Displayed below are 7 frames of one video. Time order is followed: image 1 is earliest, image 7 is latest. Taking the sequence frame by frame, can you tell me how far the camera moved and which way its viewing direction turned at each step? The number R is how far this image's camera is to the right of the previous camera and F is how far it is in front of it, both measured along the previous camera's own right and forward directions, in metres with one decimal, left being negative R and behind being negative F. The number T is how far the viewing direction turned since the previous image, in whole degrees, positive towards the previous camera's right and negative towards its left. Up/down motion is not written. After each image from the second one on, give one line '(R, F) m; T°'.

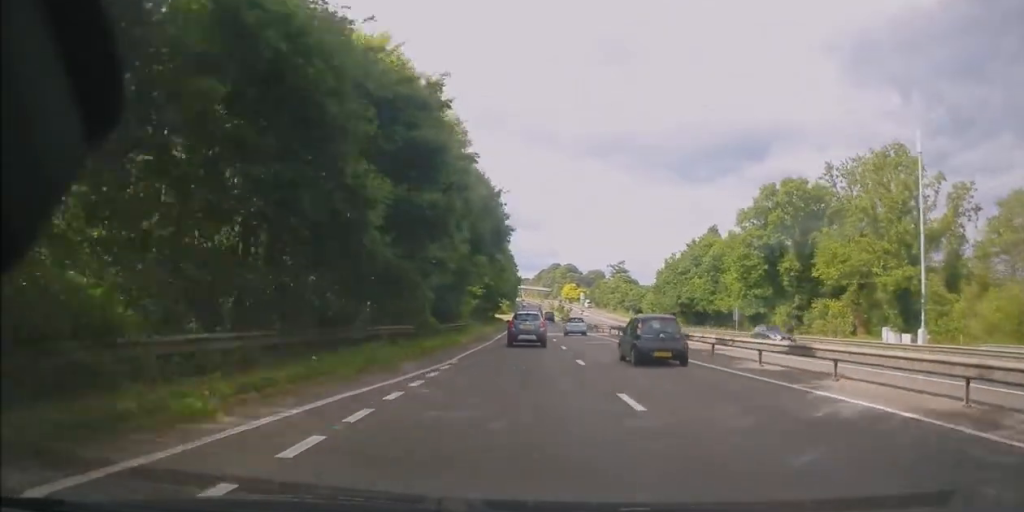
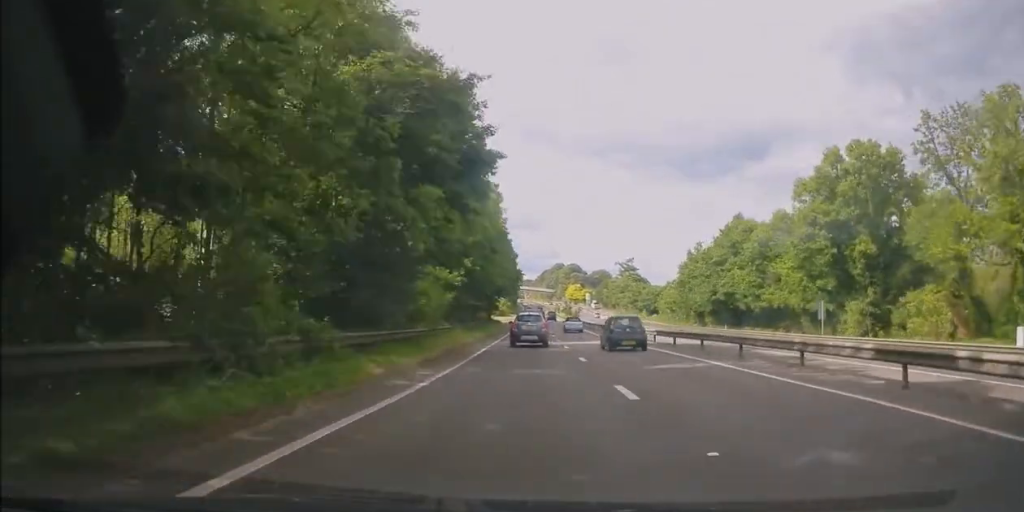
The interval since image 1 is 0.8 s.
(0.0, +17.0) m; 0°
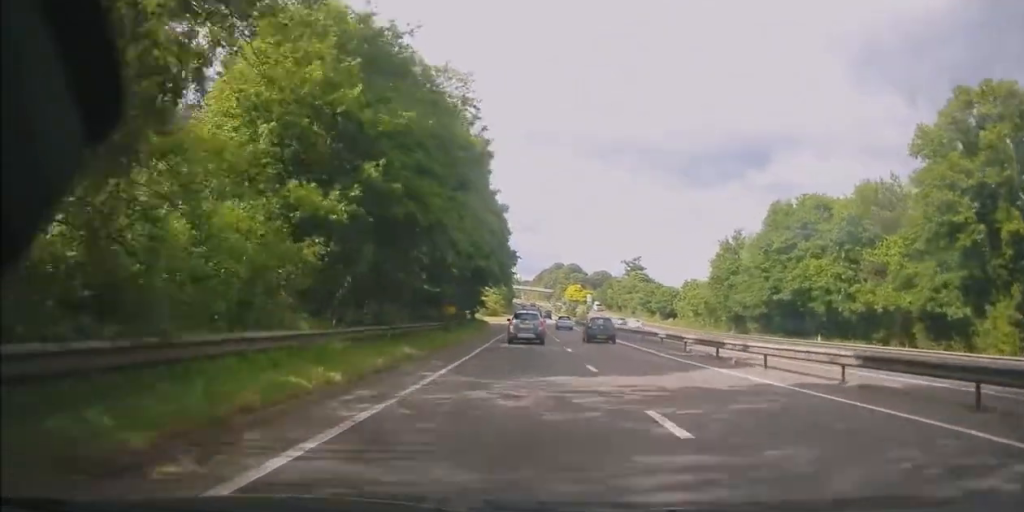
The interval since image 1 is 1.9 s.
(+0.1, +21.1) m; +1°
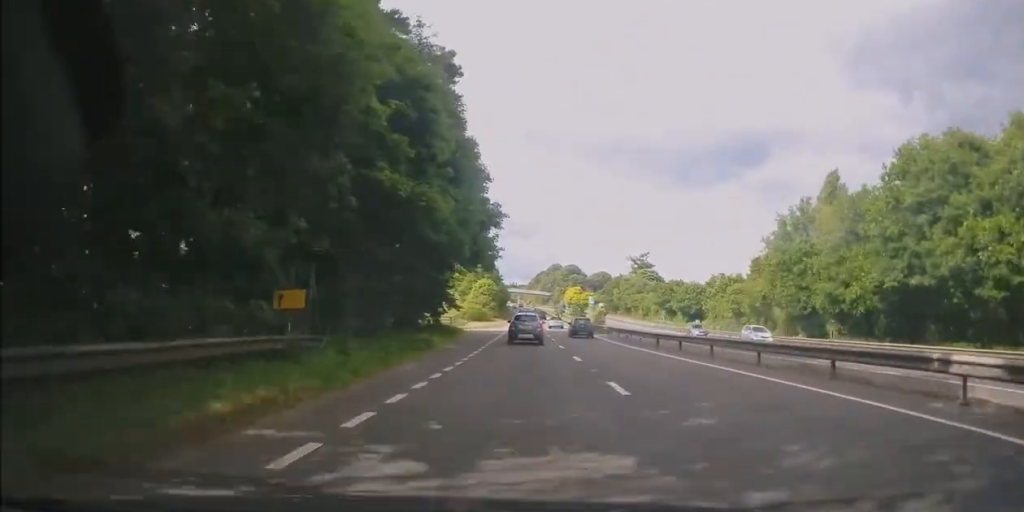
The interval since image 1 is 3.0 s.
(+0.1, +23.4) m; 0°
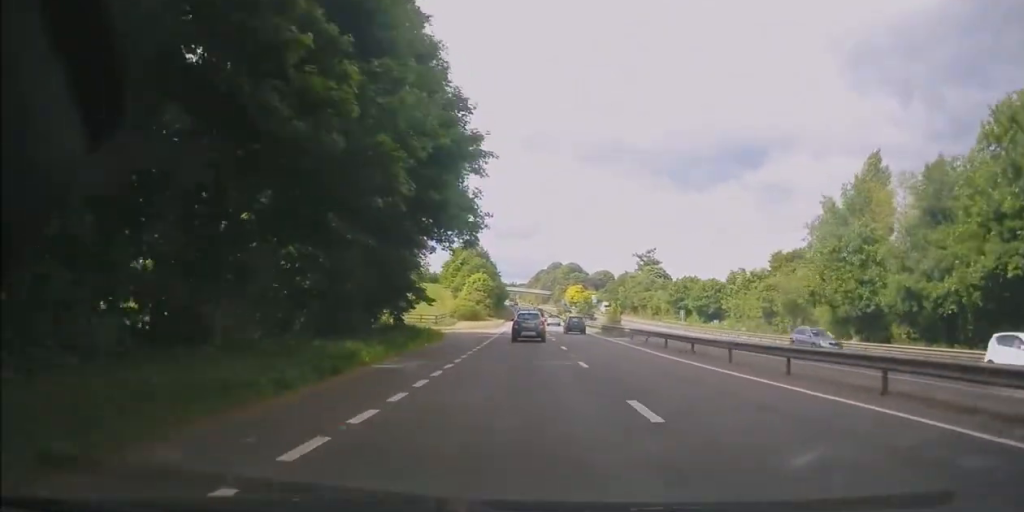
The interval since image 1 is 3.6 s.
(-0.2, +11.7) m; 0°
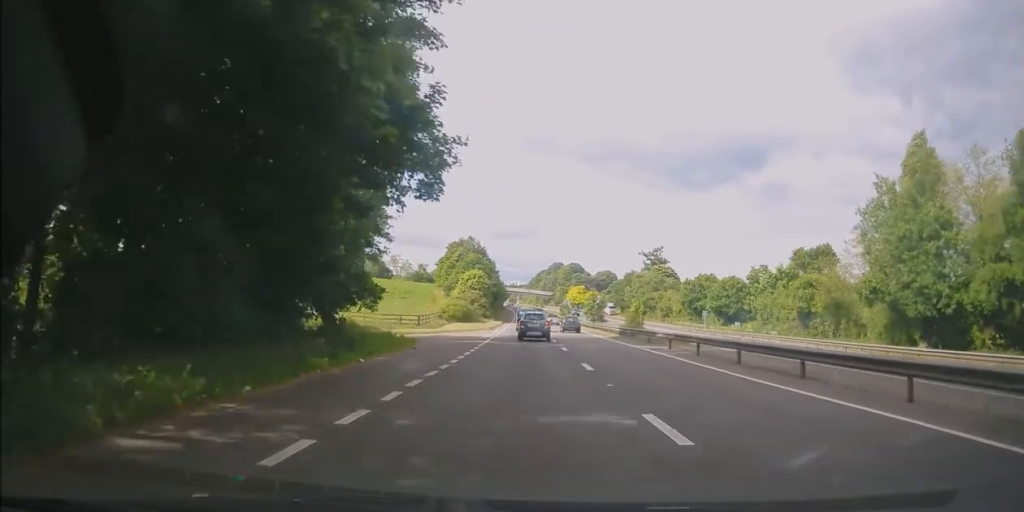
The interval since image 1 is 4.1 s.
(+0.1, +10.4) m; 0°
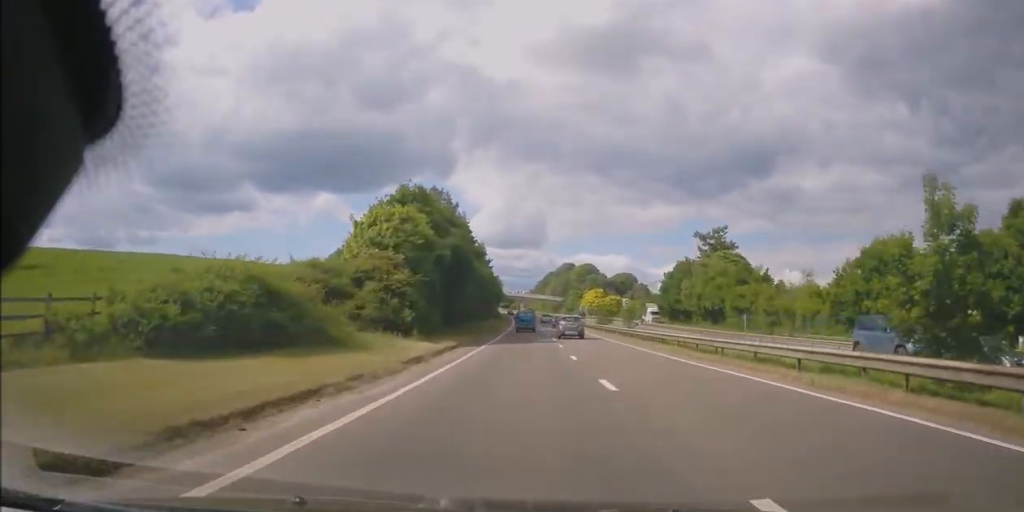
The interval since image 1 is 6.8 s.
(-0.6, +58.9) m; -1°
